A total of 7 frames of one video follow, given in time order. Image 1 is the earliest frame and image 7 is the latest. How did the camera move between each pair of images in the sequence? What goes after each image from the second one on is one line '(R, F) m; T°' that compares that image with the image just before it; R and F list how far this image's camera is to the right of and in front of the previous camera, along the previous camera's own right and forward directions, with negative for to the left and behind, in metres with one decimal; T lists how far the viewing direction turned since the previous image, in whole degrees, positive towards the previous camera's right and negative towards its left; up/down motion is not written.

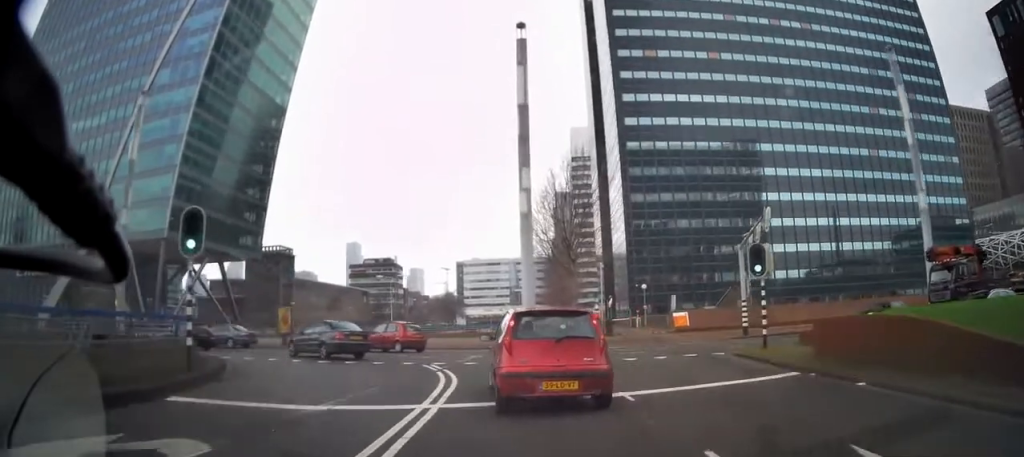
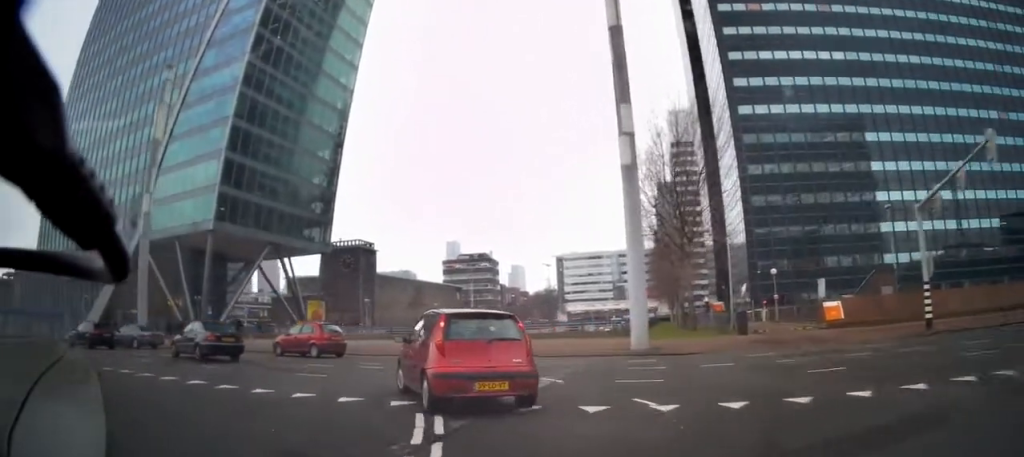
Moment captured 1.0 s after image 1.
(-1.5, +8.1) m; -18°
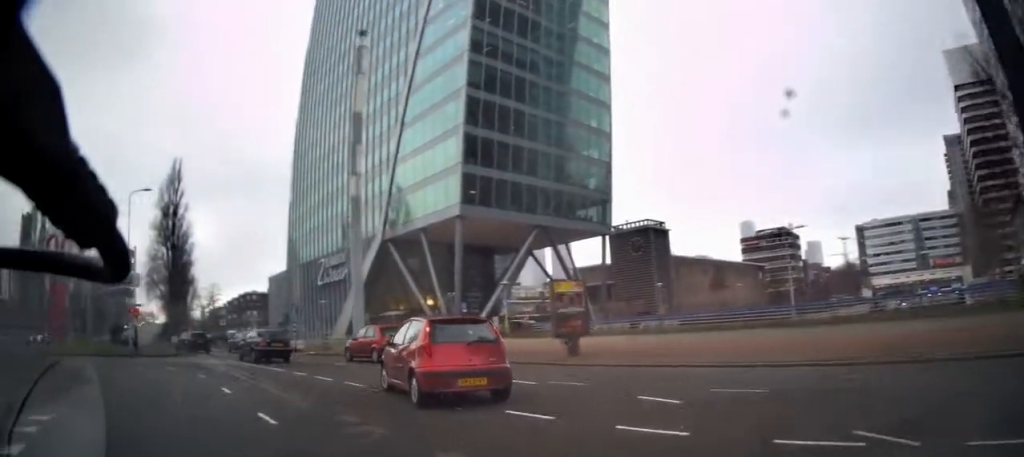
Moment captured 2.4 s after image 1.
(-2.0, +10.0) m; -26°
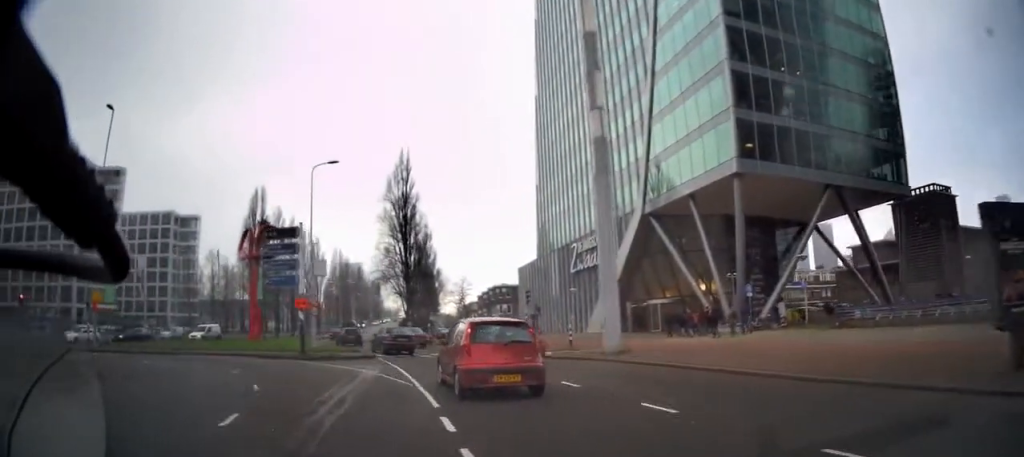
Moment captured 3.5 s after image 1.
(-2.1, +7.9) m; -32°
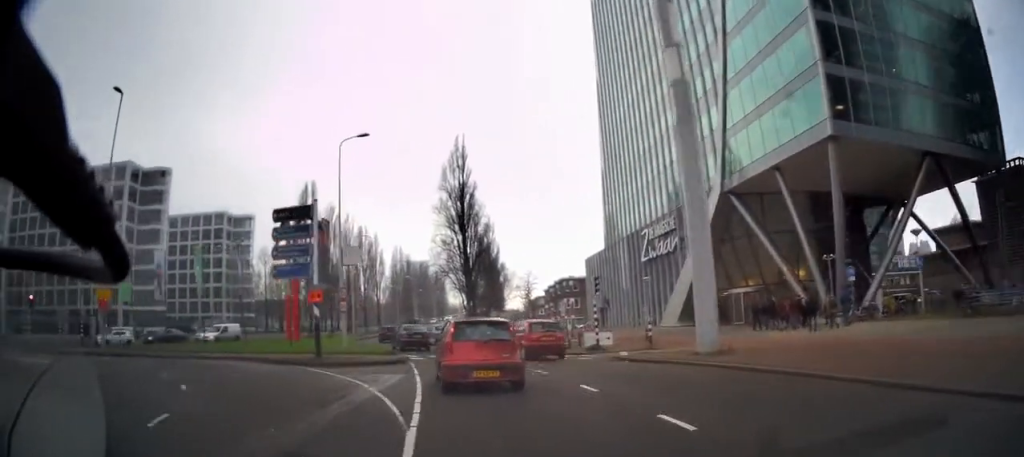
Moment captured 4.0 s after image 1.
(-0.4, +4.1) m; -13°
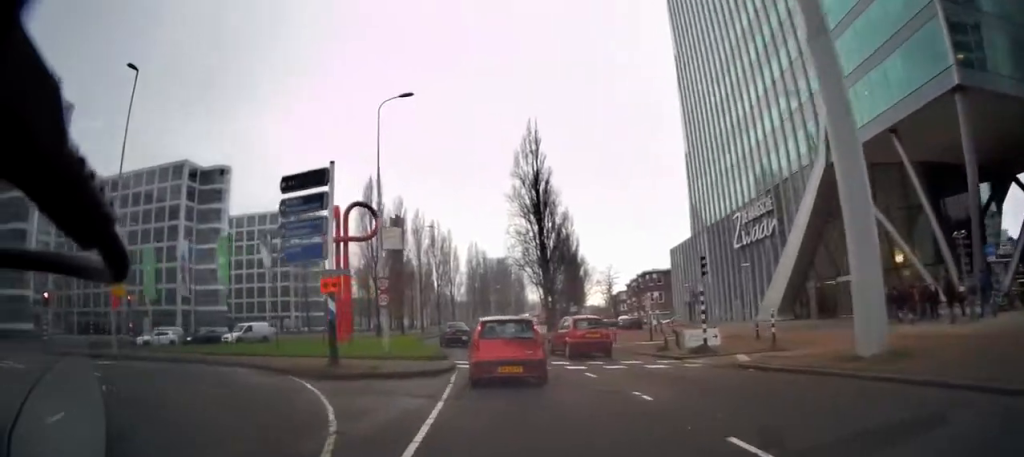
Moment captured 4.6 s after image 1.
(-0.8, +4.6) m; -7°
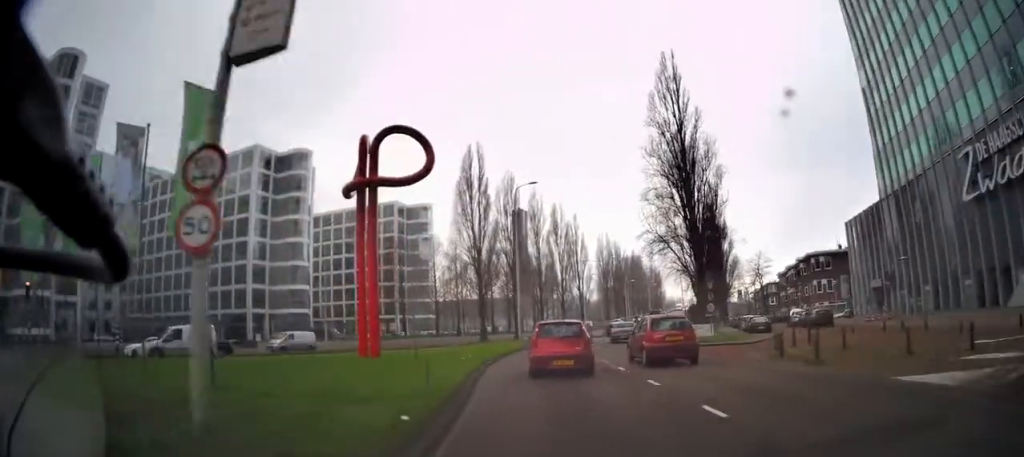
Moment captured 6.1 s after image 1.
(-1.3, +12.9) m; -12°
